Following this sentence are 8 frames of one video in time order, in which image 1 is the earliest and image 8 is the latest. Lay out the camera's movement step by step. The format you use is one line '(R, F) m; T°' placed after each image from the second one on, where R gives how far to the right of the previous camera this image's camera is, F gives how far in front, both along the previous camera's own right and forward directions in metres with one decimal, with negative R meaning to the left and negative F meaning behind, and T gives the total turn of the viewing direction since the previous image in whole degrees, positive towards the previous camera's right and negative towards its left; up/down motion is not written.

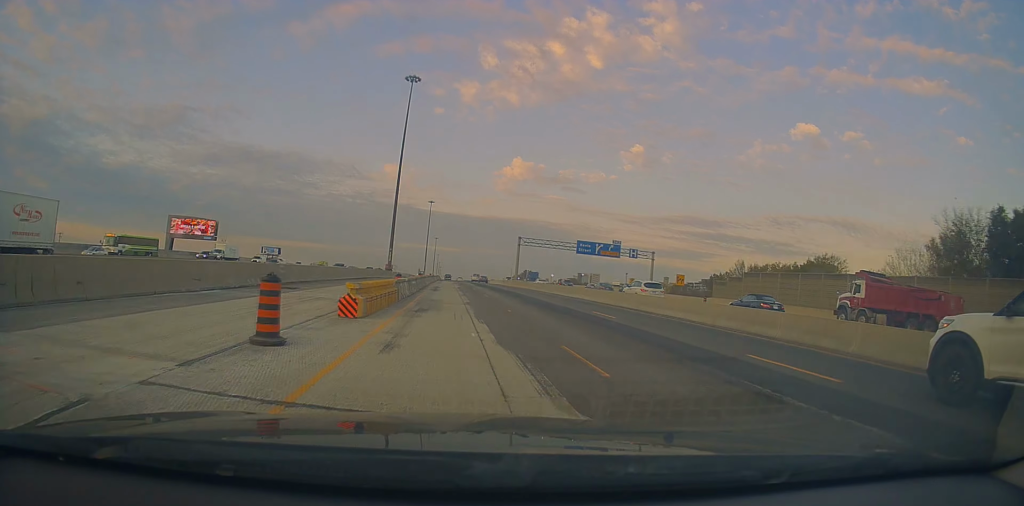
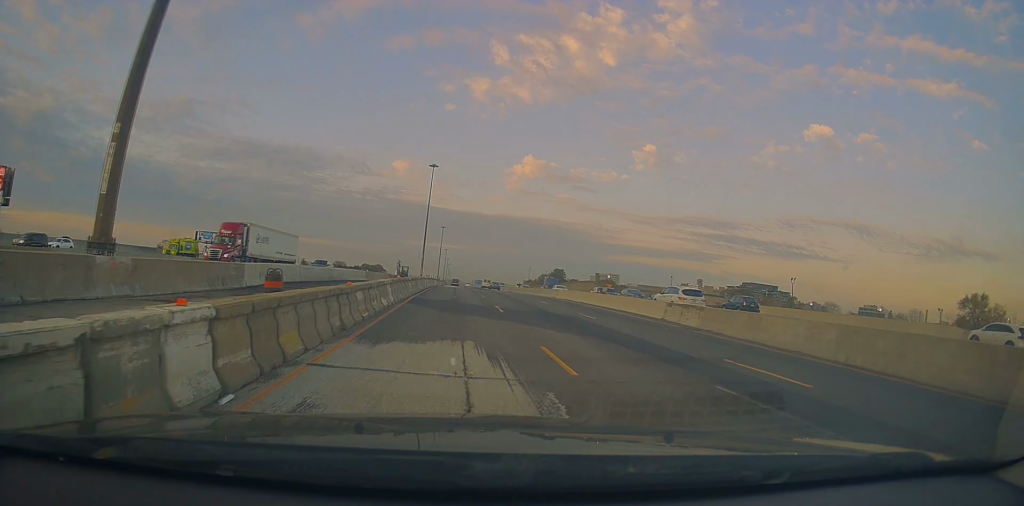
(-1.5, +82.7) m; -1°
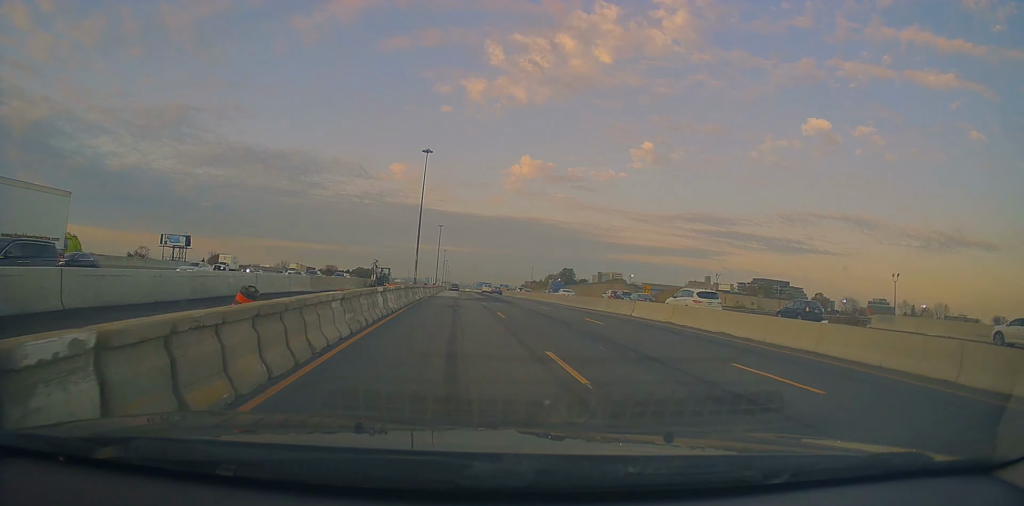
(-0.1, +24.6) m; +1°
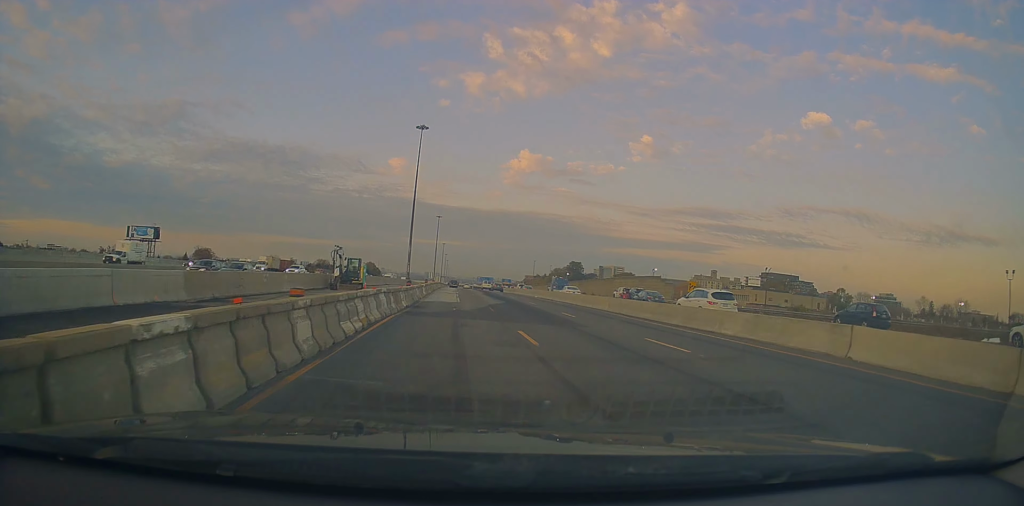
(+0.3, +19.5) m; 0°
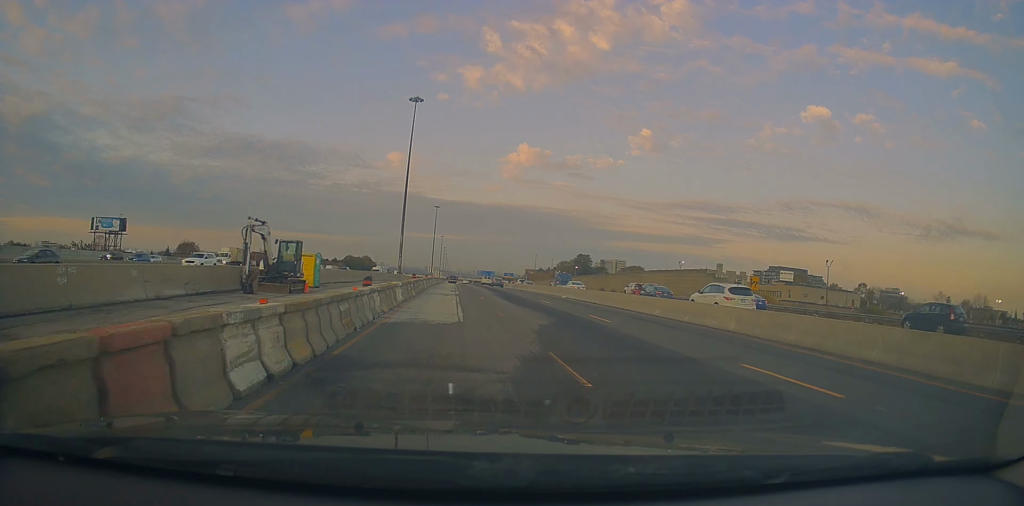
(0.0, +17.5) m; 0°
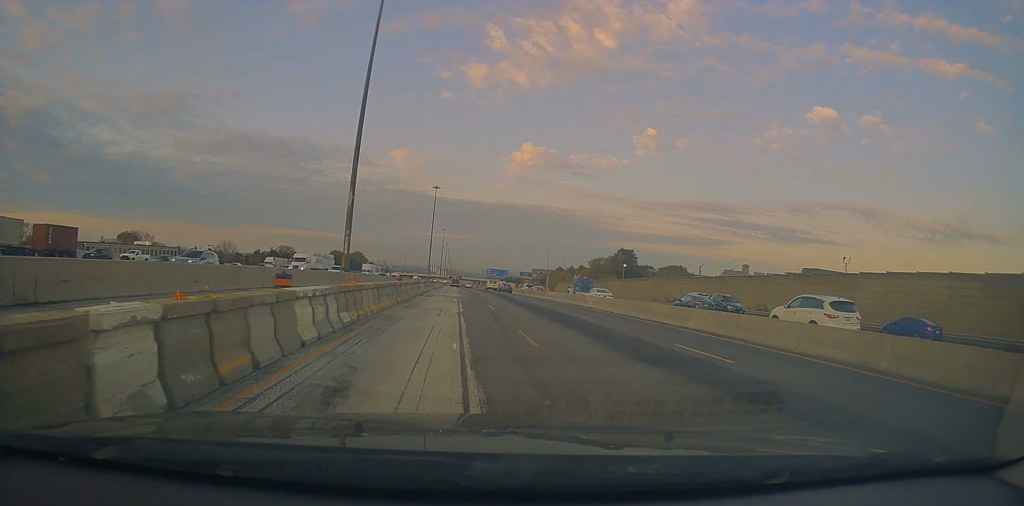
(-0.5, +56.1) m; -1°
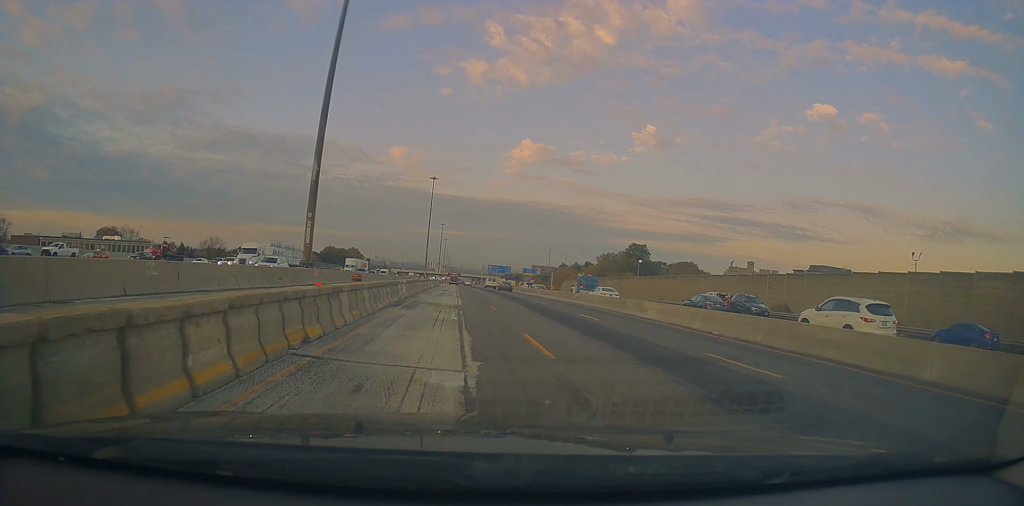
(0.0, +13.6) m; 0°
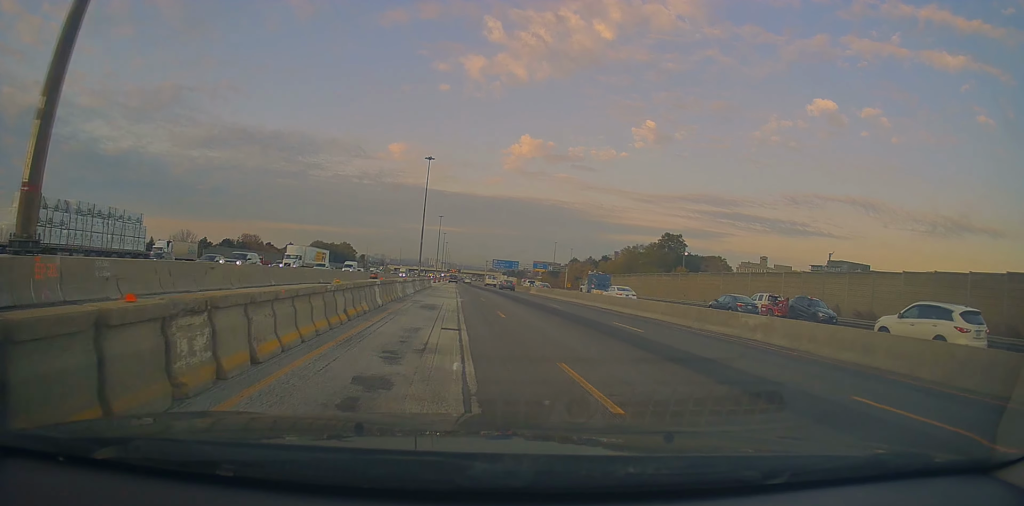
(-0.2, +28.4) m; 0°
